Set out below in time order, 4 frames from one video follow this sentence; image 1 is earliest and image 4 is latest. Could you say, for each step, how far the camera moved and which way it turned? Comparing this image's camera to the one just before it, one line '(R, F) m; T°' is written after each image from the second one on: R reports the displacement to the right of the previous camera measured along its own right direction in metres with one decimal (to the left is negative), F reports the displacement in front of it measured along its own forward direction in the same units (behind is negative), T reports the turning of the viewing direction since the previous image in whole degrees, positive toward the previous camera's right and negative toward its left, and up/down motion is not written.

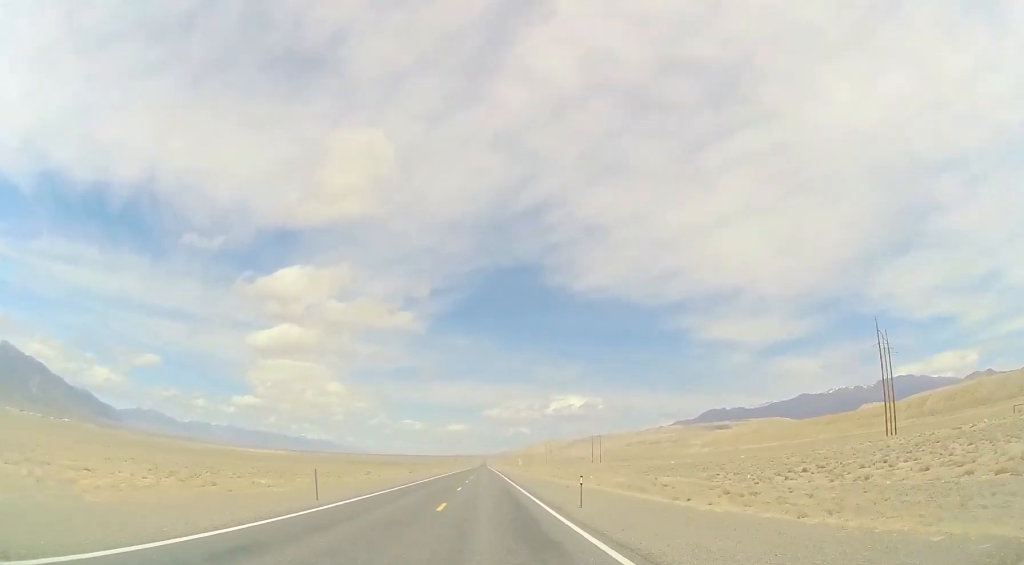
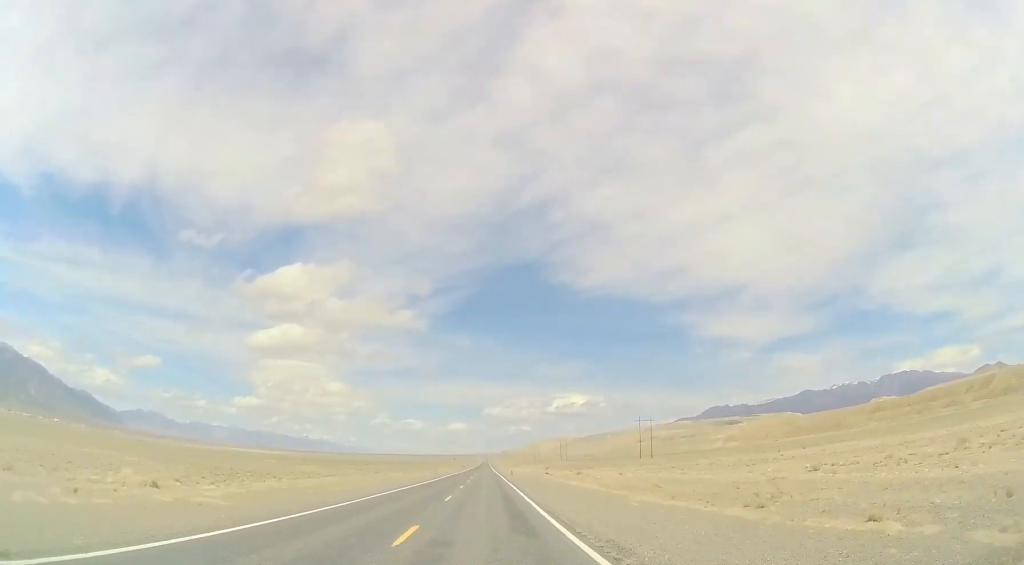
(-0.3, +129.5) m; 0°
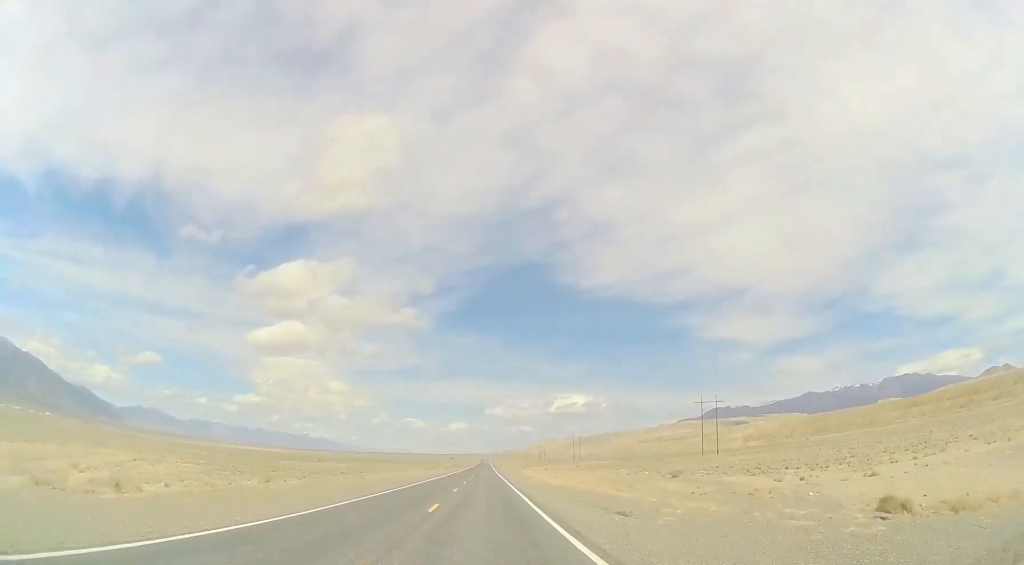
(+0.6, +87.6) m; 0°
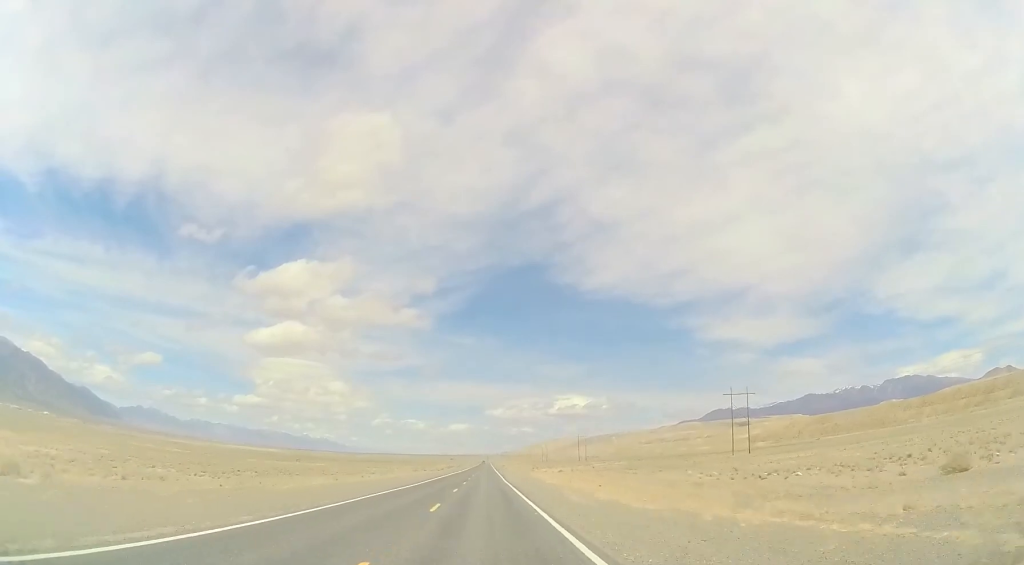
(-0.2, +27.3) m; 0°
